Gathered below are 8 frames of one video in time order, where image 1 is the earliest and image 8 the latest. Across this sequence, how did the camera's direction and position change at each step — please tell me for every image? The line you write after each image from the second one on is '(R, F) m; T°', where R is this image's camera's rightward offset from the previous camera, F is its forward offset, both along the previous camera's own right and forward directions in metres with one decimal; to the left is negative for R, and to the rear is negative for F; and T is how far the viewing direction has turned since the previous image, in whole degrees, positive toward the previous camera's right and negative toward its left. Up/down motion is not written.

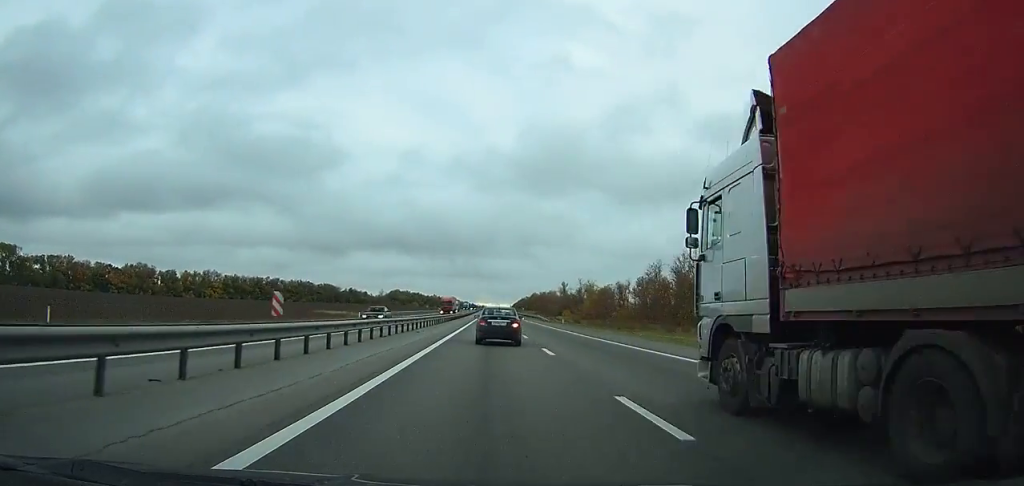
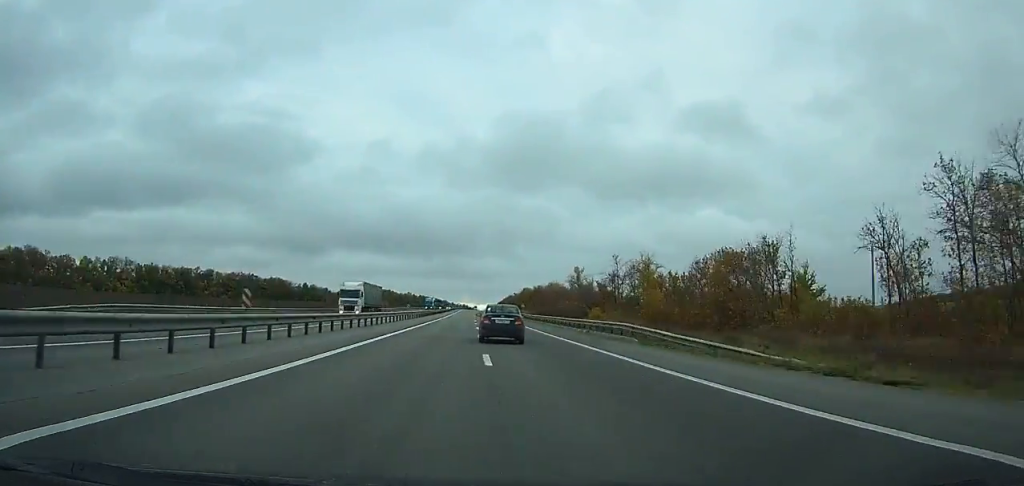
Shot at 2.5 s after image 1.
(+0.5, +80.1) m; 0°
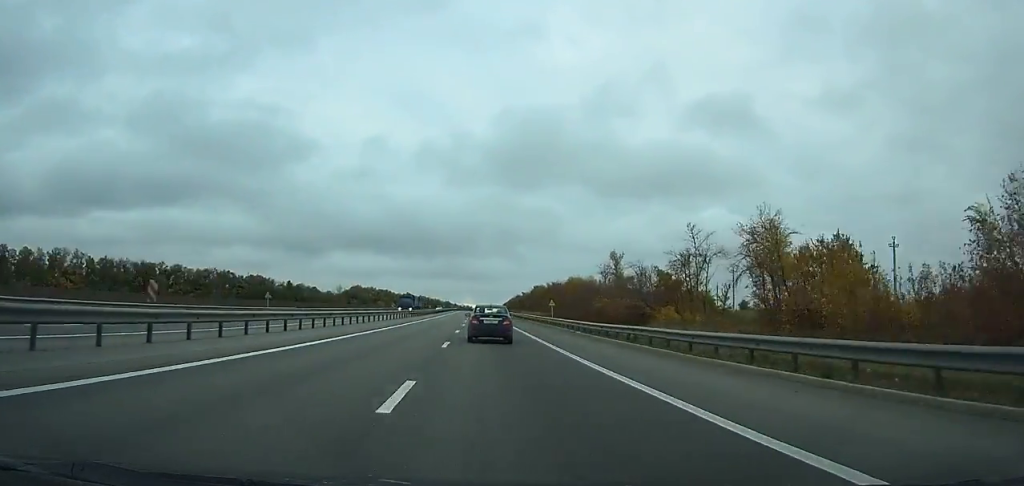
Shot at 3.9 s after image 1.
(+0.1, +44.3) m; 0°
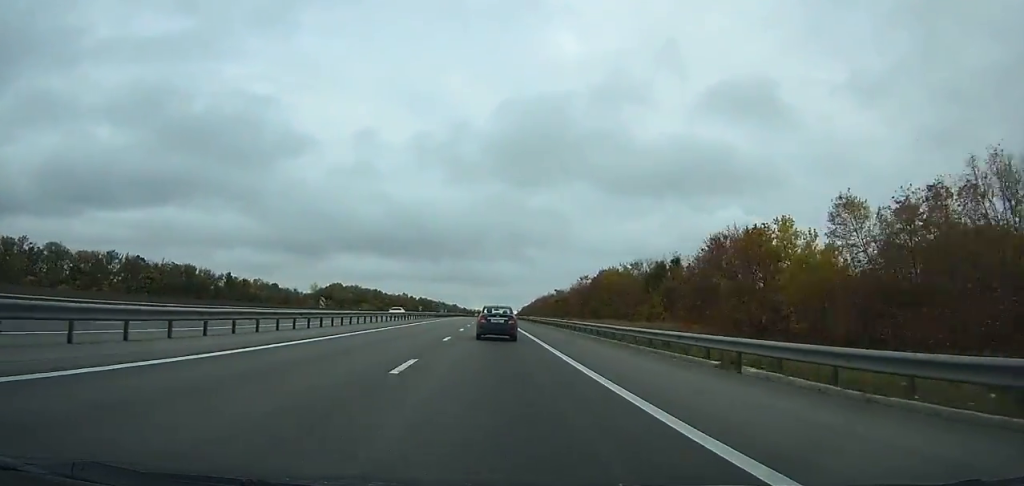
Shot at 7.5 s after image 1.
(-0.2, +110.6) m; 0°
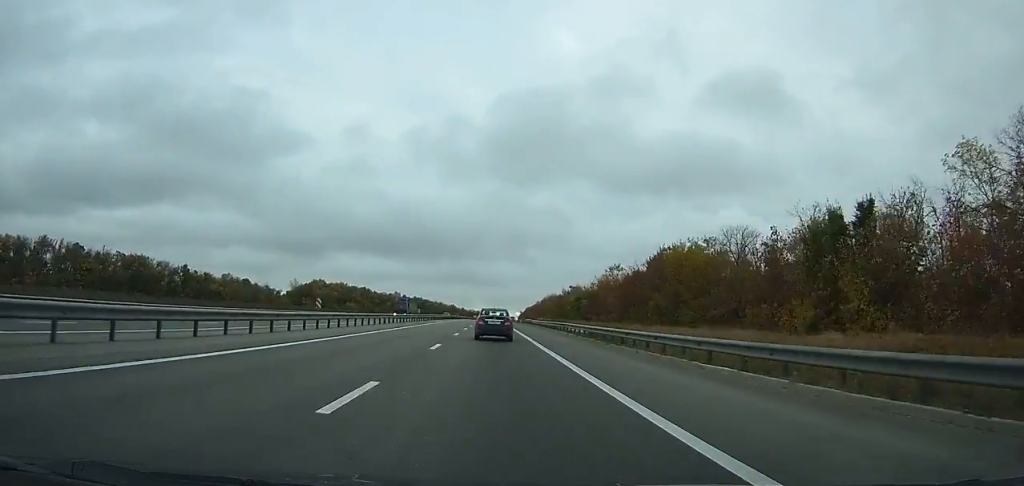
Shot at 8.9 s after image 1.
(-0.2, +41.0) m; 0°
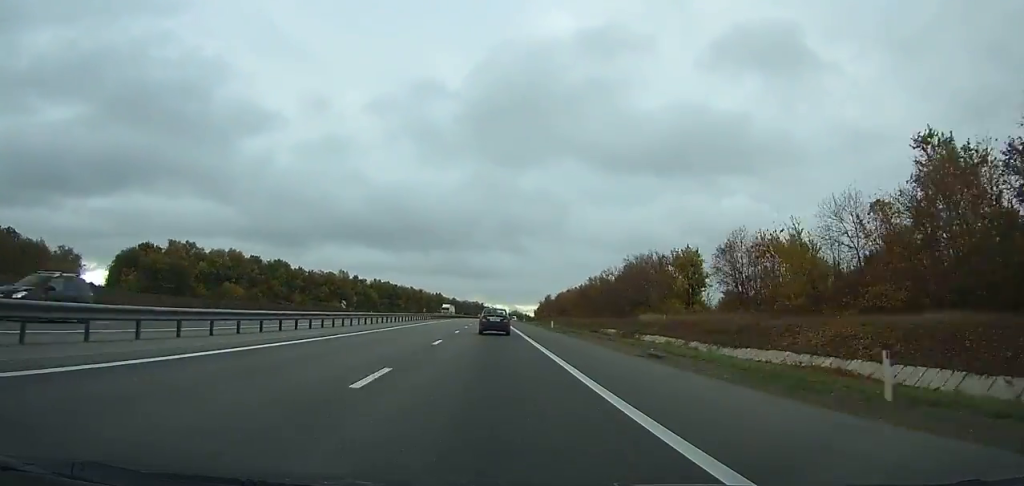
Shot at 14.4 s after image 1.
(-0.4, +146.2) m; 0°
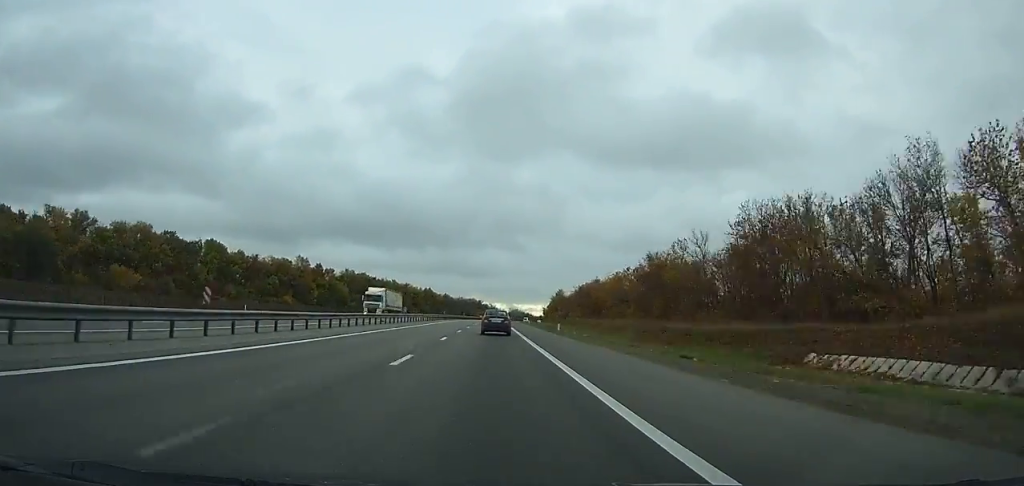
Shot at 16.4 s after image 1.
(0.0, +51.5) m; 0°
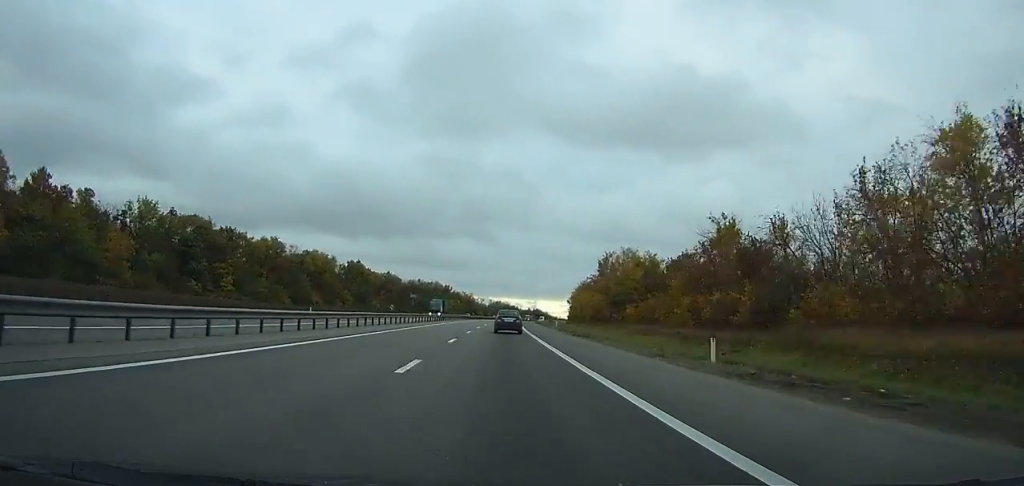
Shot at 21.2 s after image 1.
(+0.8, +130.5) m; +2°
